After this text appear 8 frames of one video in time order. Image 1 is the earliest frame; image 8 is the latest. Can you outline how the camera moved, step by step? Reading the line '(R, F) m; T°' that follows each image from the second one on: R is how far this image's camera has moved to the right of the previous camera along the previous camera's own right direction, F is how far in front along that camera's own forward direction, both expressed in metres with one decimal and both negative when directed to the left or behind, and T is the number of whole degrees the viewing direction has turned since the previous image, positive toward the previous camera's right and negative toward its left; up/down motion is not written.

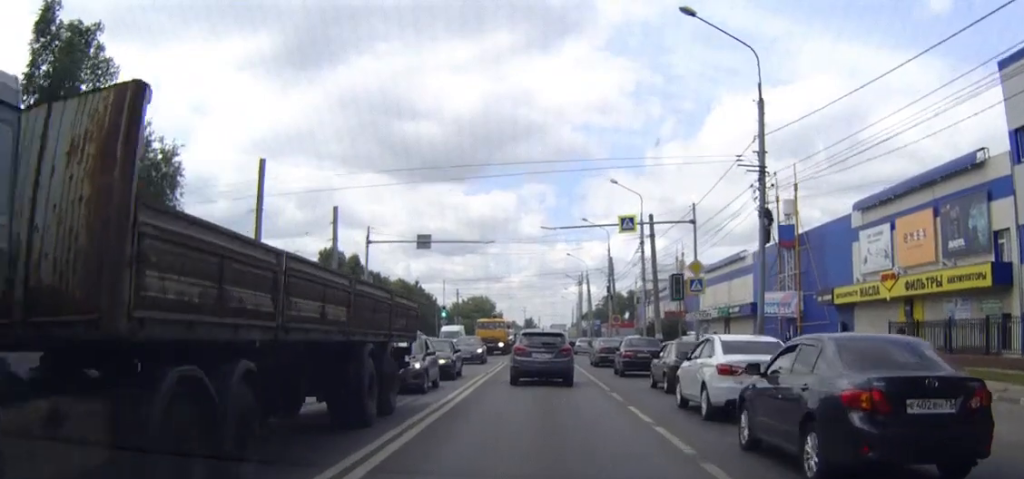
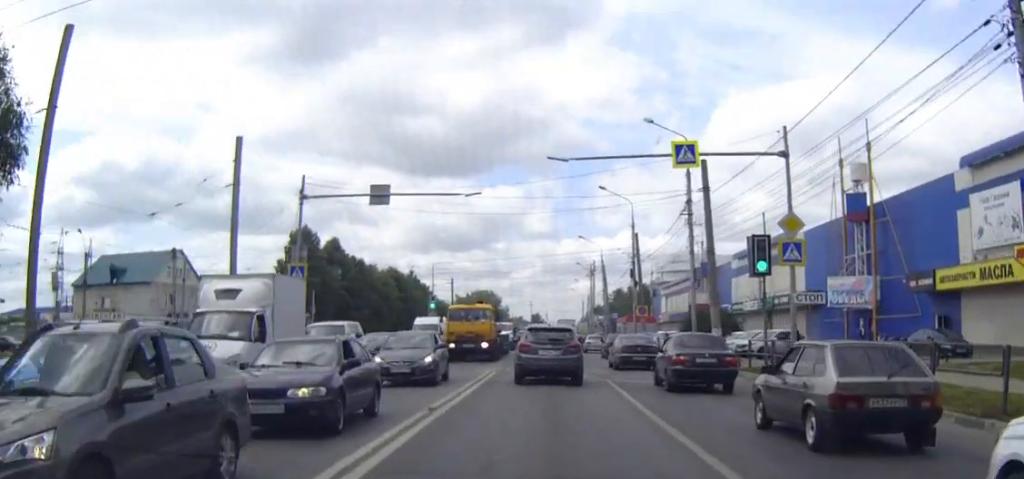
(+0.1, +15.8) m; +1°
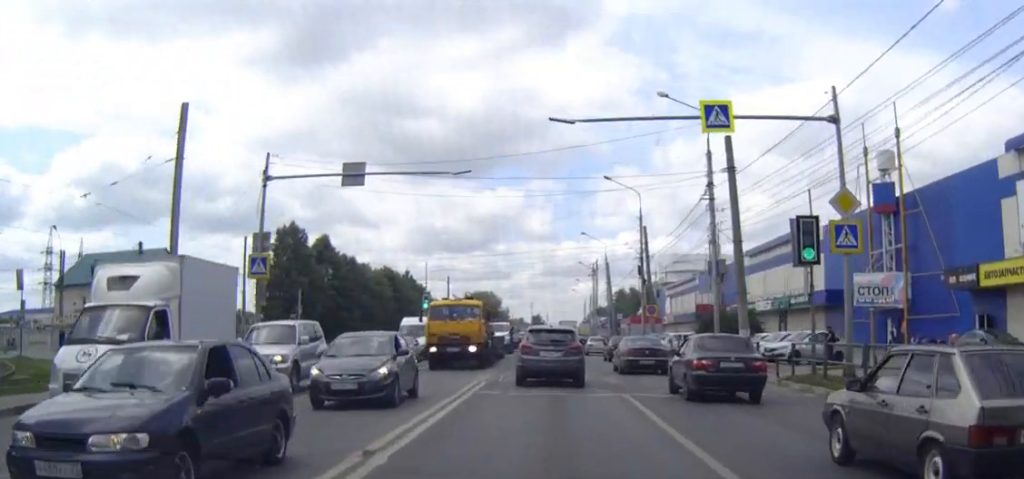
(0.0, +5.2) m; +1°
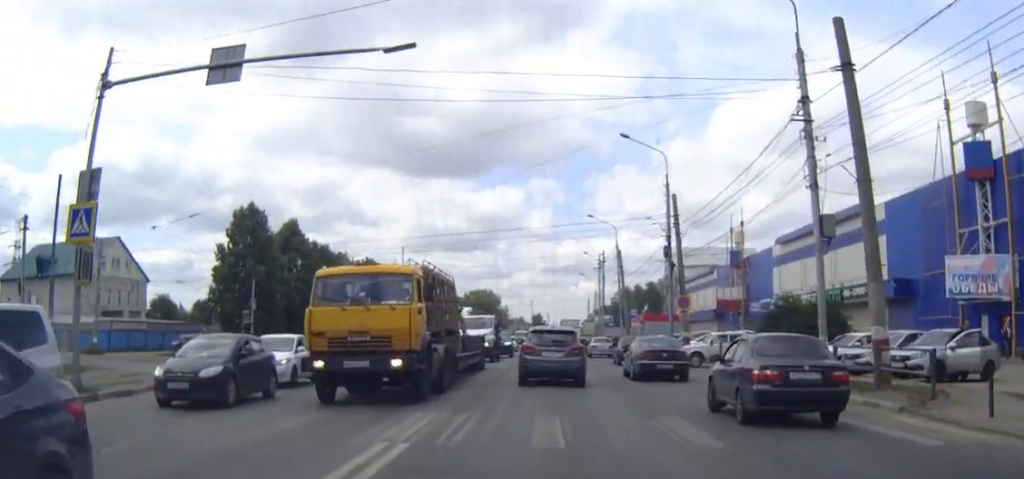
(+0.1, +13.5) m; 0°
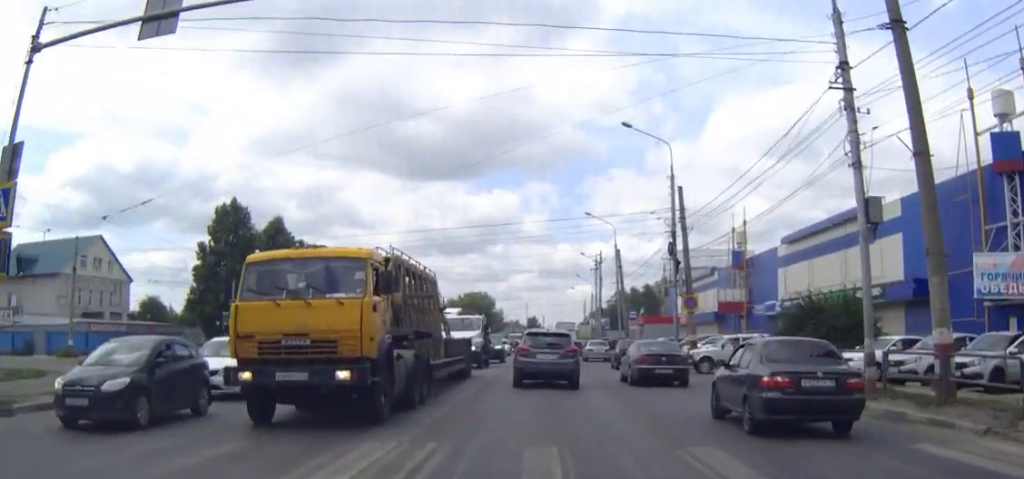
(0.0, +3.6) m; 0°
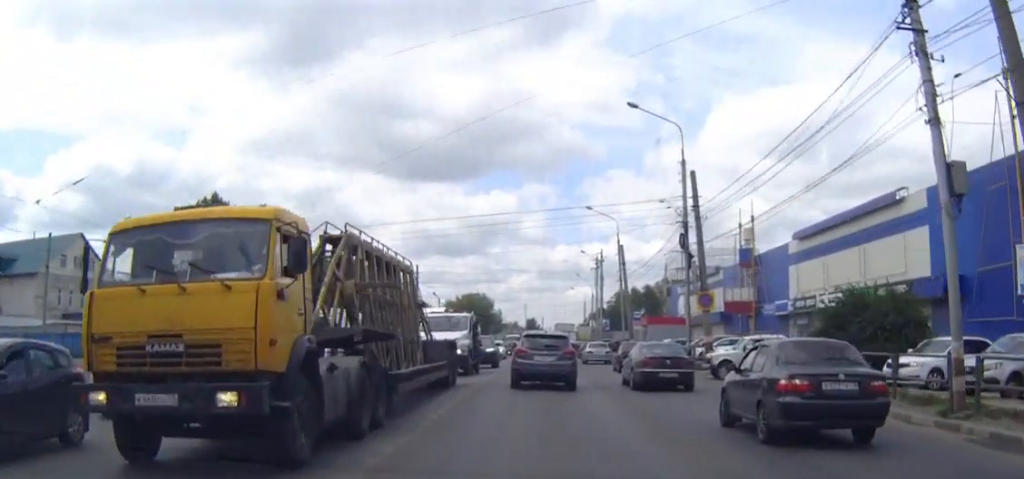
(0.0, +4.2) m; 0°
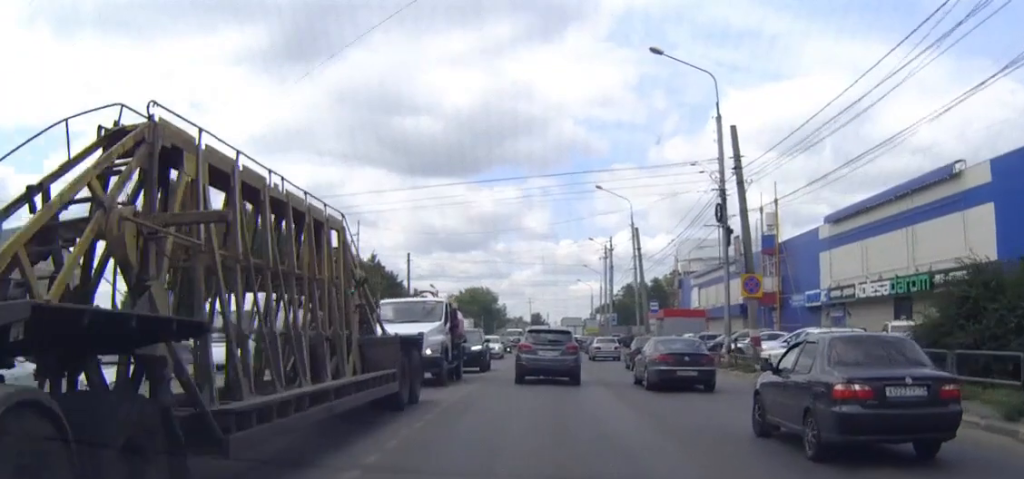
(0.0, +7.6) m; 0°
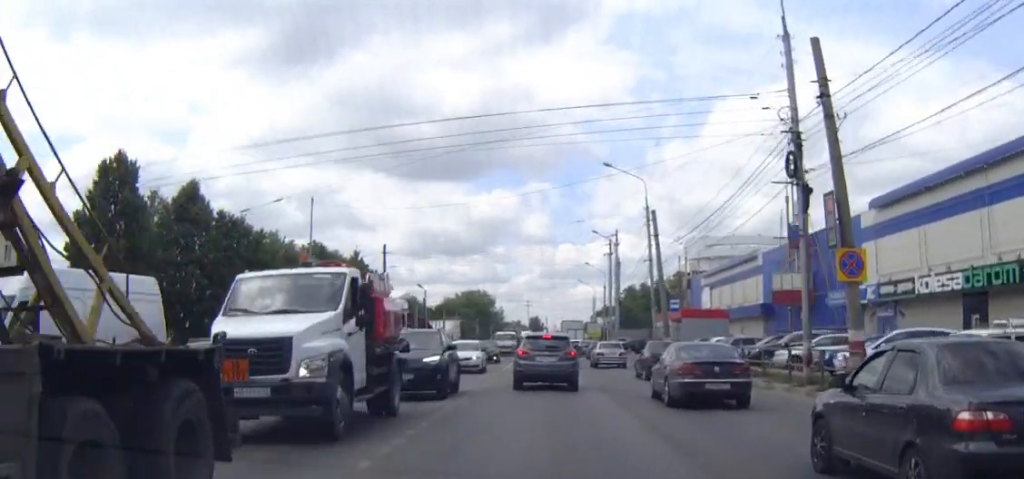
(0.0, +10.1) m; 0°
